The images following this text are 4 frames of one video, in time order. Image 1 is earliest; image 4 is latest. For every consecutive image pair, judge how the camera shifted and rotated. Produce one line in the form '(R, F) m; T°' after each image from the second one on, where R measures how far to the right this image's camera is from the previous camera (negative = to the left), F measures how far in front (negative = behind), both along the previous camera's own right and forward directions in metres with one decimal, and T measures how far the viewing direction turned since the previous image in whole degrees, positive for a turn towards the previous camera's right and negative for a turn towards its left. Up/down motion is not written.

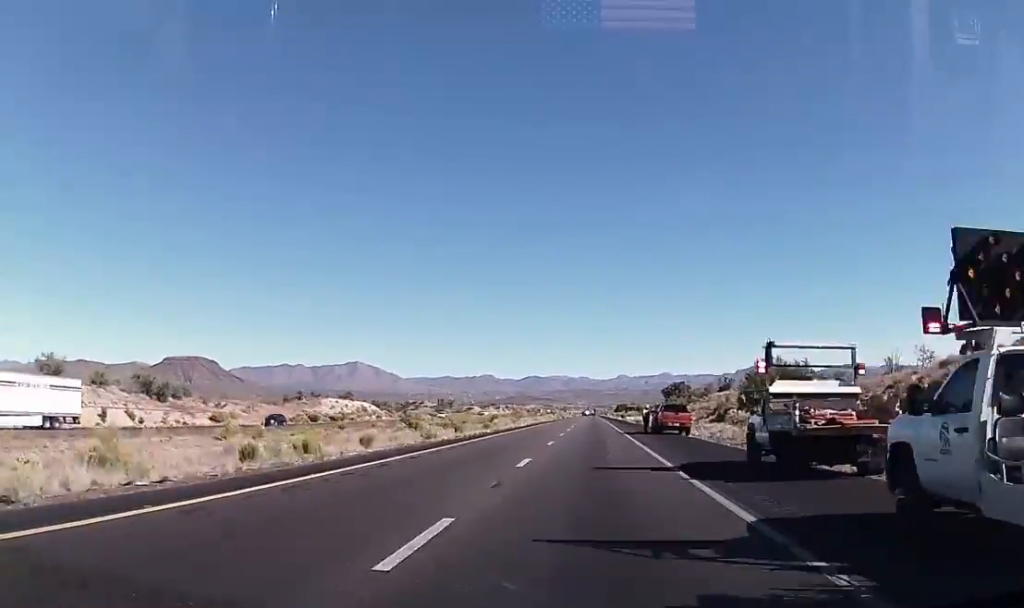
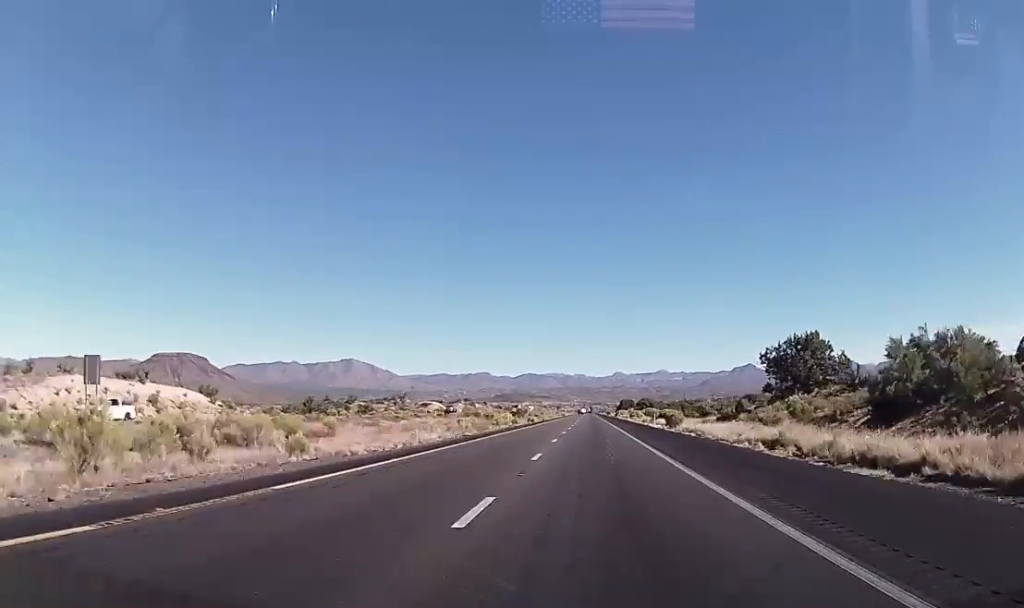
(-0.7, +96.7) m; -1°
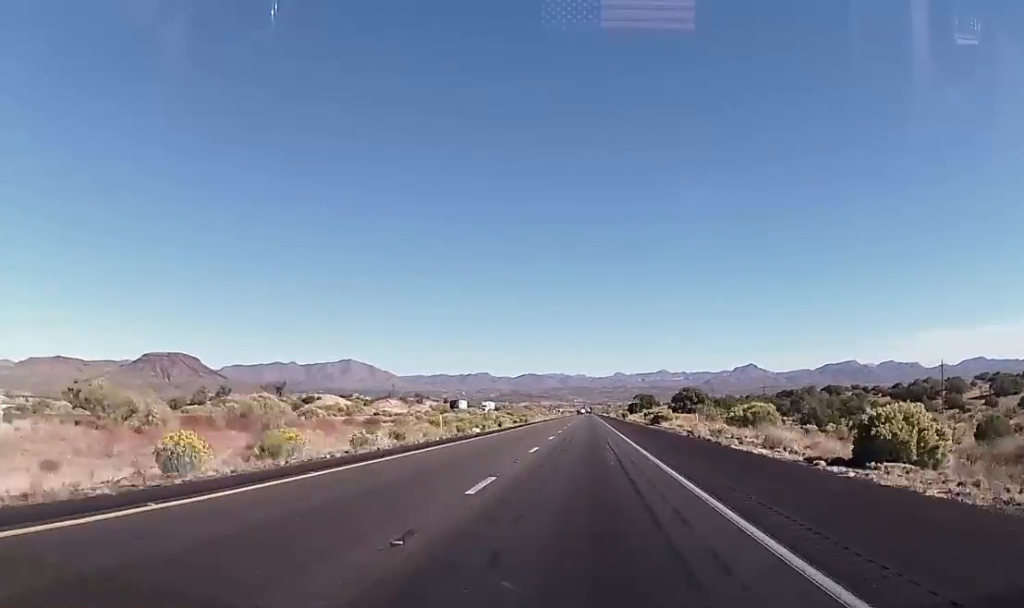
(+1.4, +120.7) m; +1°
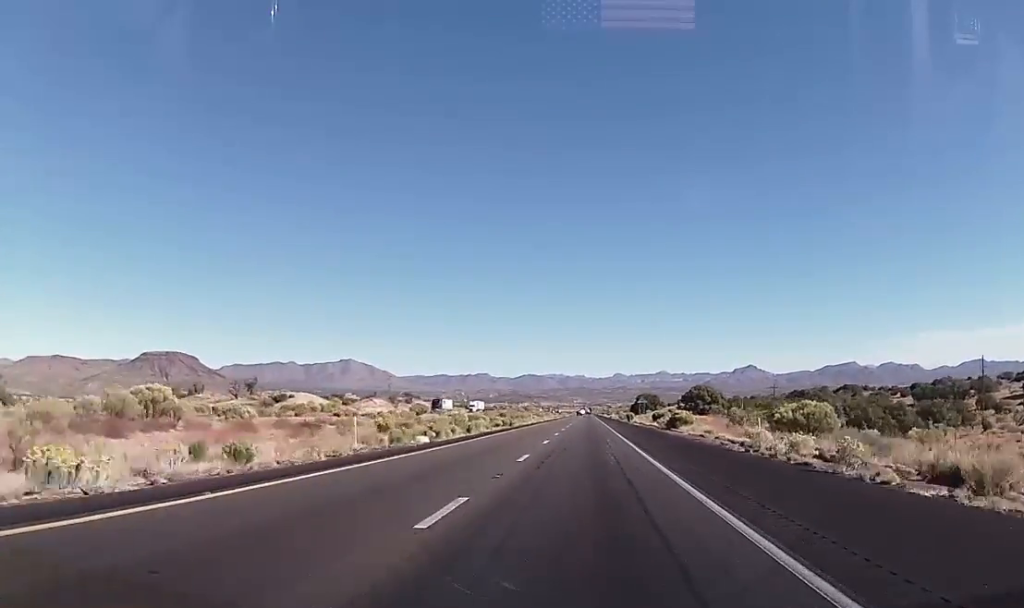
(+0.2, +16.4) m; 0°
